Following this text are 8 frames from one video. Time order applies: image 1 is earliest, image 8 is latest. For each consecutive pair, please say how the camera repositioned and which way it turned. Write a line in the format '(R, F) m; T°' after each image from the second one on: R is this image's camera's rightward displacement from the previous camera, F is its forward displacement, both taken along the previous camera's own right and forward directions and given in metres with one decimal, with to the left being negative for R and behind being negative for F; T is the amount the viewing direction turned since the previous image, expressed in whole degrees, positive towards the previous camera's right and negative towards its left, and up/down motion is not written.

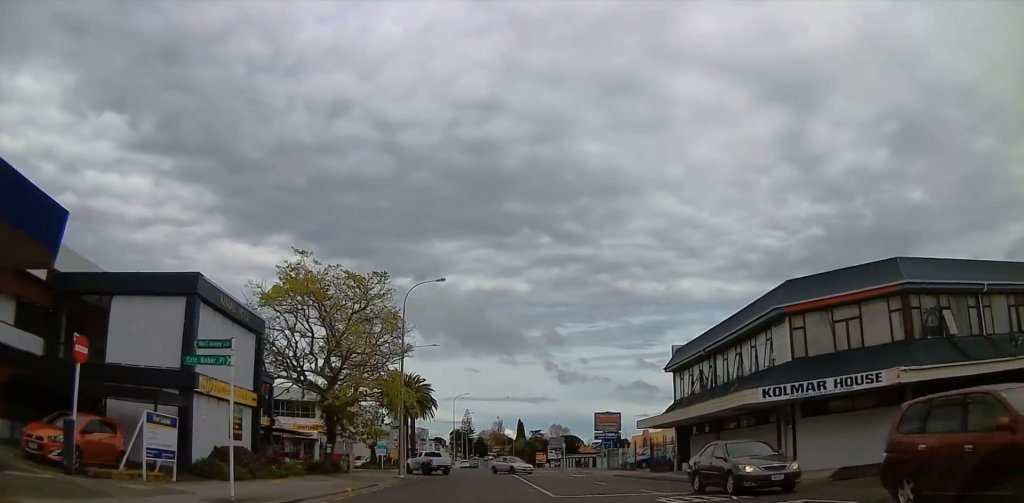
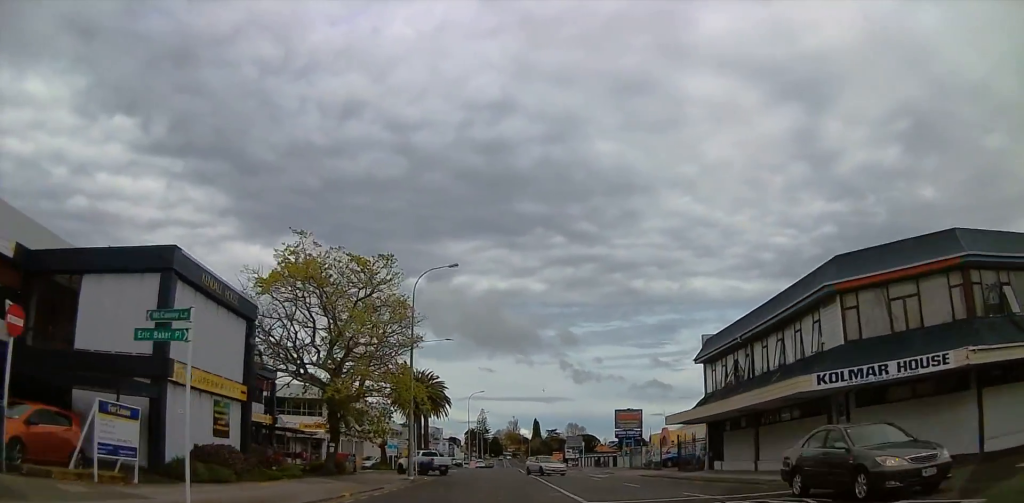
(0.0, +2.9) m; -4°
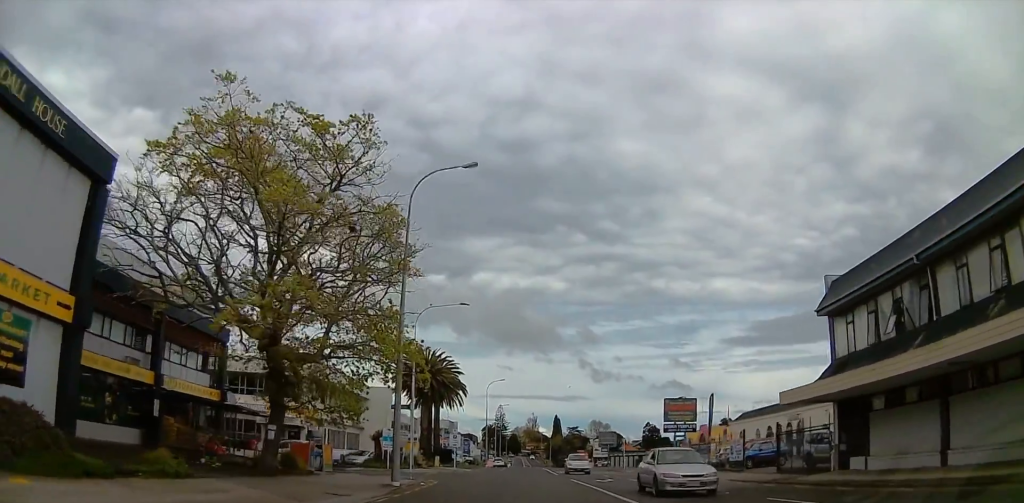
(-0.8, +12.5) m; +2°
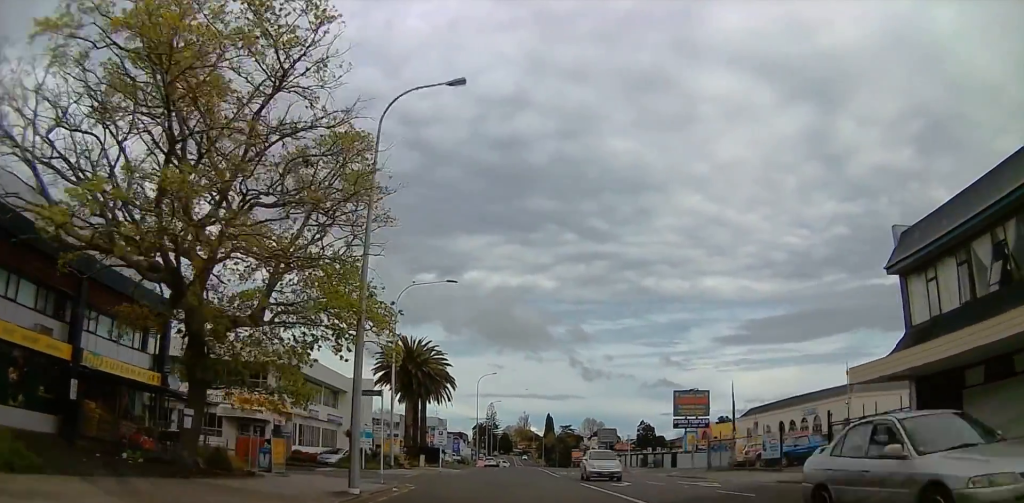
(+1.2, +5.9) m; -1°
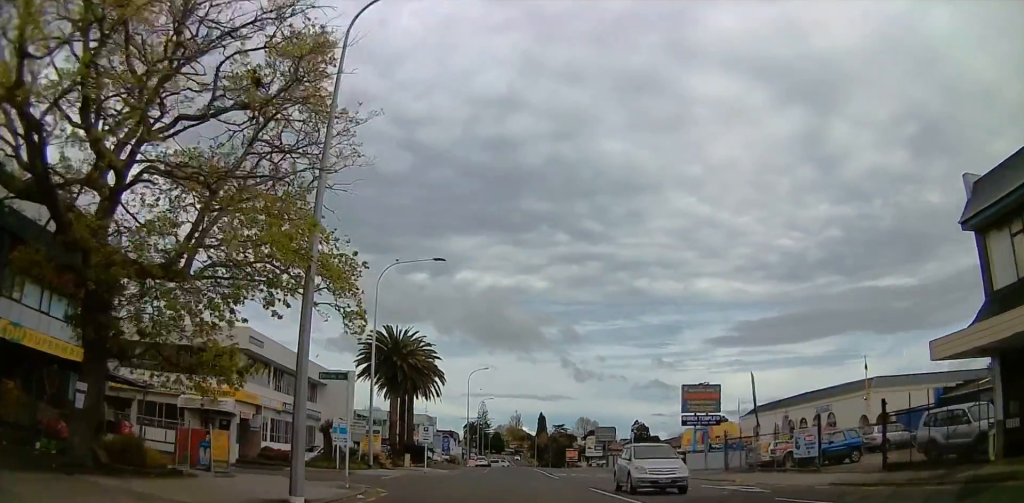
(-1.1, +4.8) m; -4°
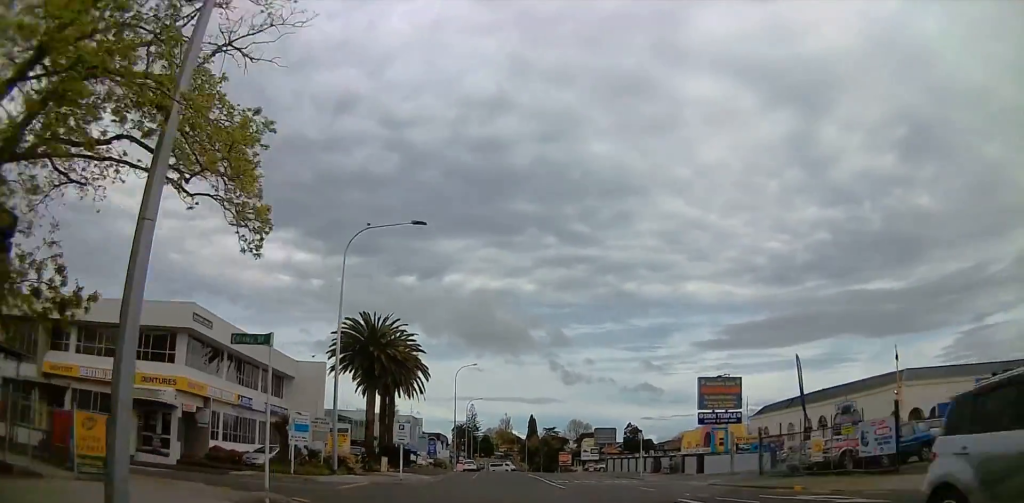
(+0.2, +6.8) m; +2°
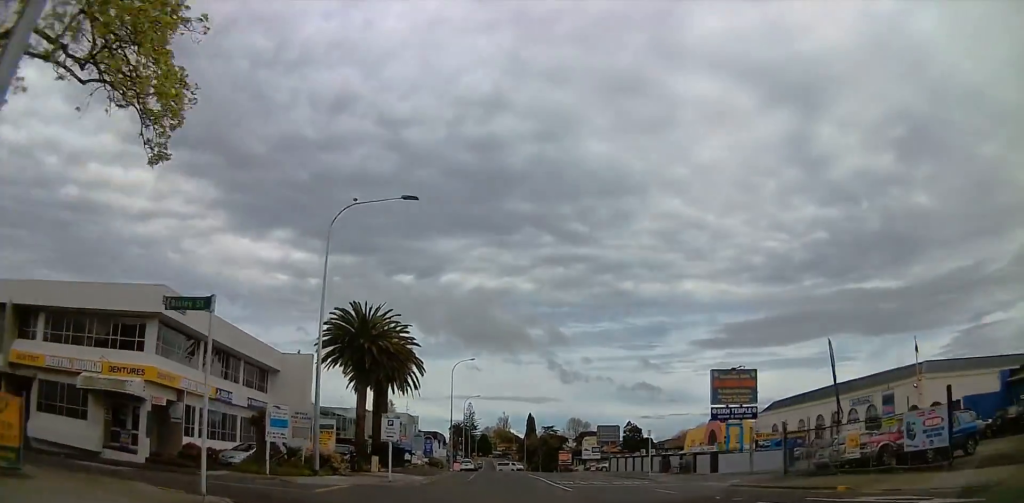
(+0.2, +3.2) m; +2°
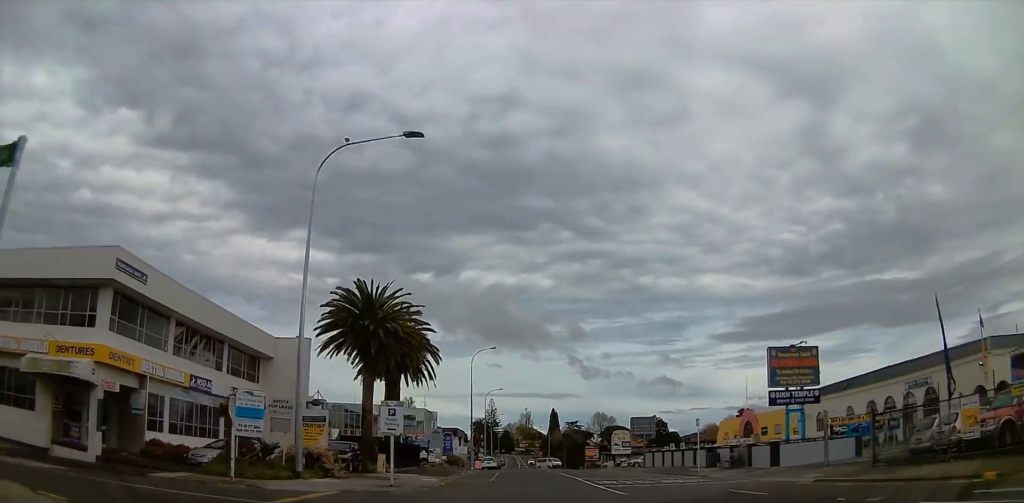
(-0.3, +6.0) m; 0°
